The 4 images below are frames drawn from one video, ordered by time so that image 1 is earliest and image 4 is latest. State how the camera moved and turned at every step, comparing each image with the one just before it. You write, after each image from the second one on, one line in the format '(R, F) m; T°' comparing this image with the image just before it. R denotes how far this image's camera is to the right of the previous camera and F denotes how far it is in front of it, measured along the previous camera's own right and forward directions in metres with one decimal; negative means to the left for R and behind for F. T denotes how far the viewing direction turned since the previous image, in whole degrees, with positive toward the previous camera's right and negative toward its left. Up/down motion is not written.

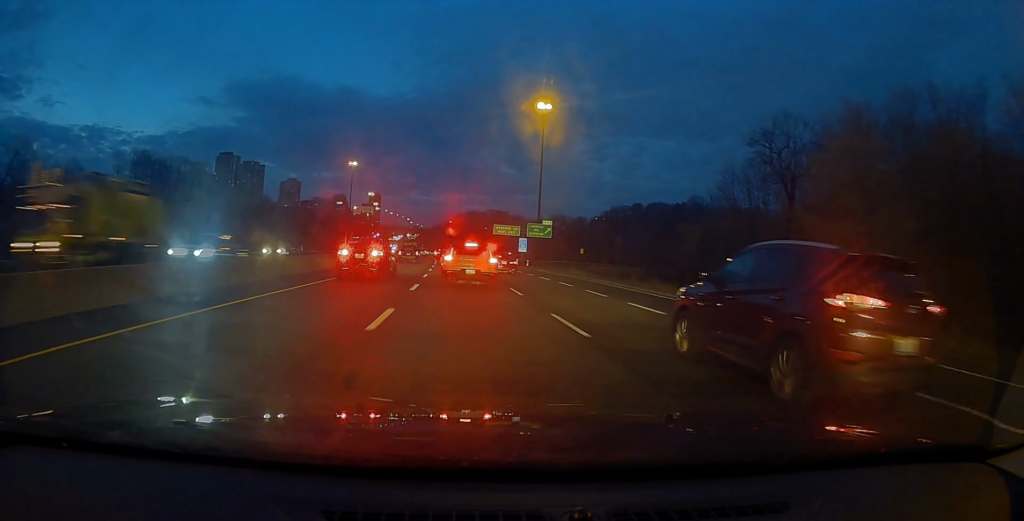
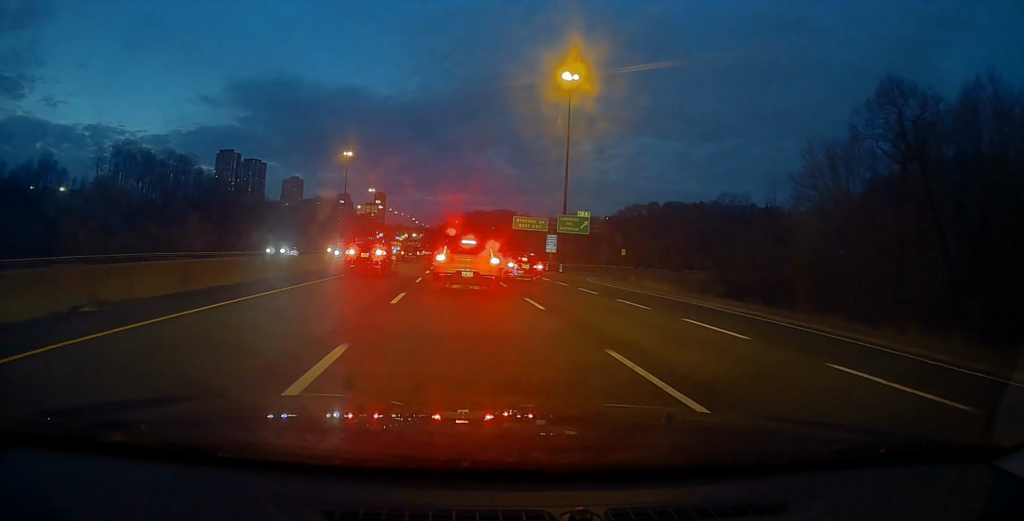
(-0.3, +23.8) m; -2°
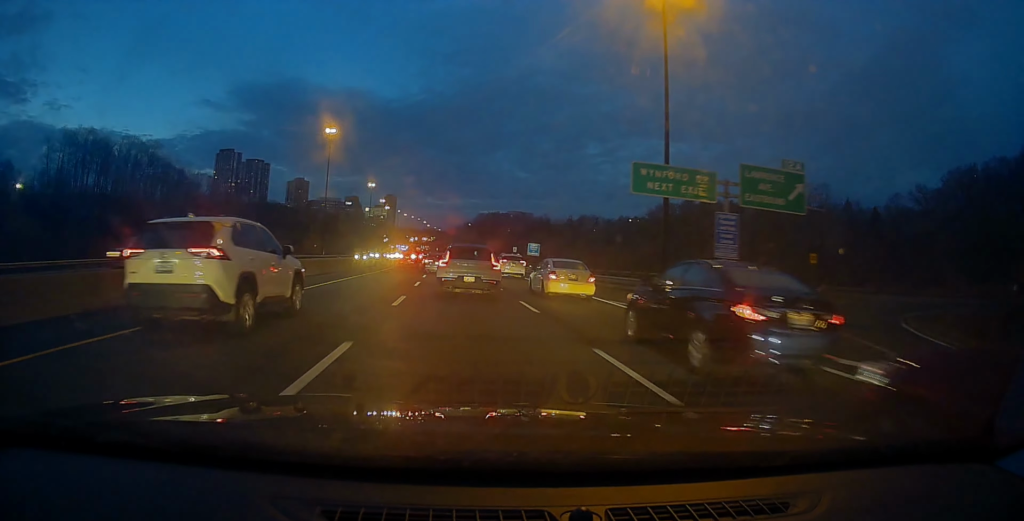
(-0.3, +46.5) m; 0°
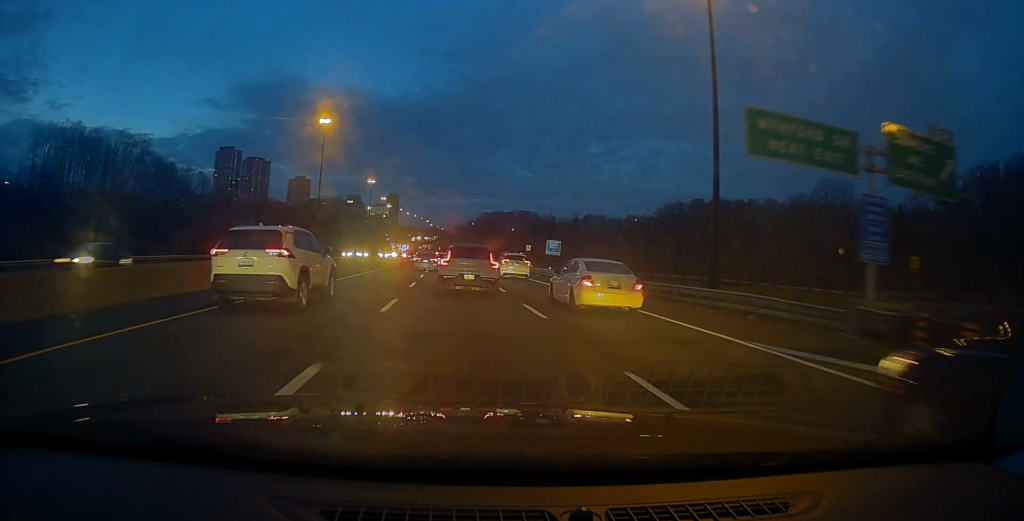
(0.0, +10.1) m; 0°
